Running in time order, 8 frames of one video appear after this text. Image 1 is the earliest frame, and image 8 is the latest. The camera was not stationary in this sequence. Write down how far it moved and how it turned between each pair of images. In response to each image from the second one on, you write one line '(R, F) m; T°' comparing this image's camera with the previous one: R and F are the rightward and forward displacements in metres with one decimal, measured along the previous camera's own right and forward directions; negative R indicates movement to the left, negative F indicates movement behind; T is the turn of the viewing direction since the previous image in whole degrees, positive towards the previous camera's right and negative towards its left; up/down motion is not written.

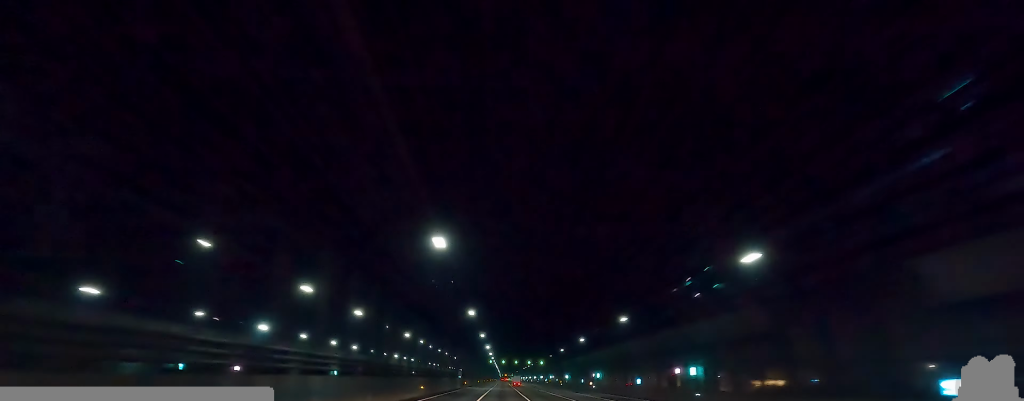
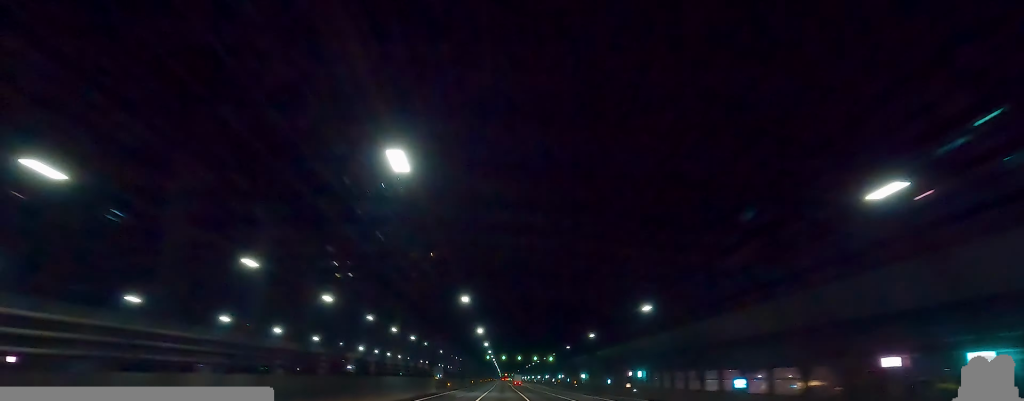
(+0.5, +27.2) m; 0°
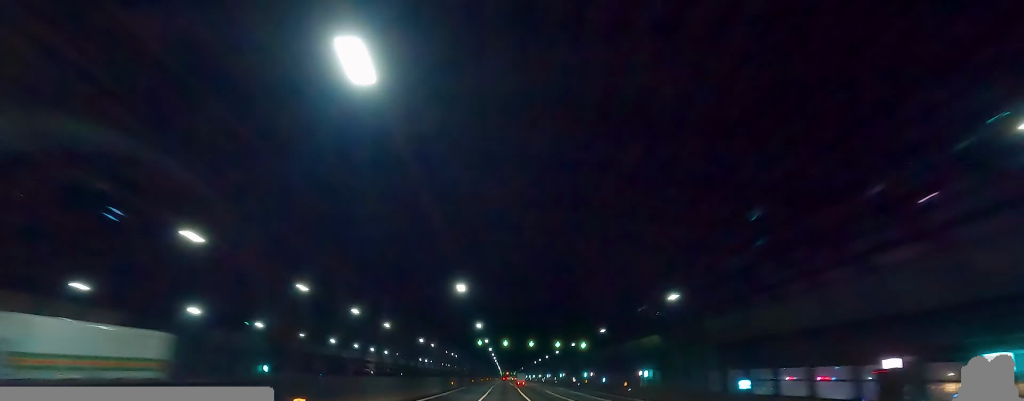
(-1.1, +51.3) m; -3°
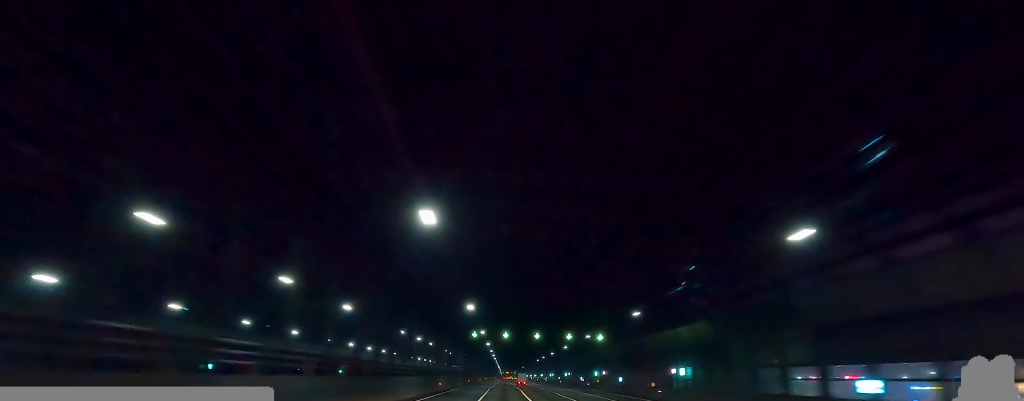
(-0.1, +14.1) m; 0°
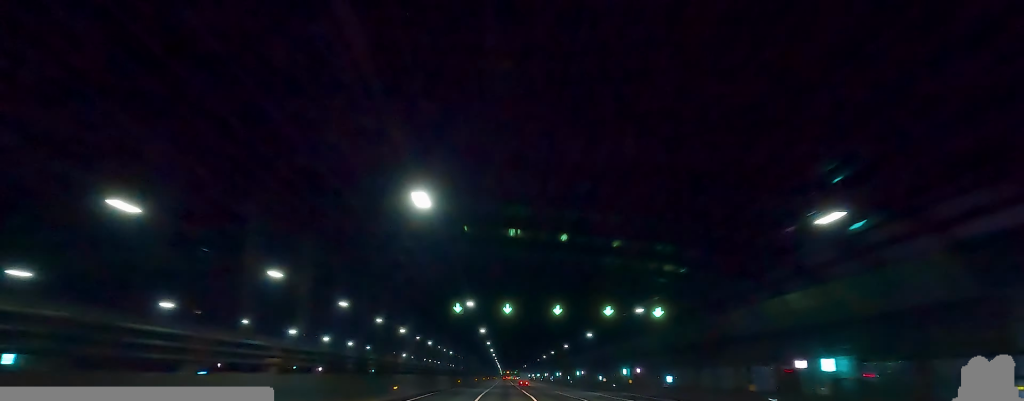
(-0.1, +24.8) m; 0°
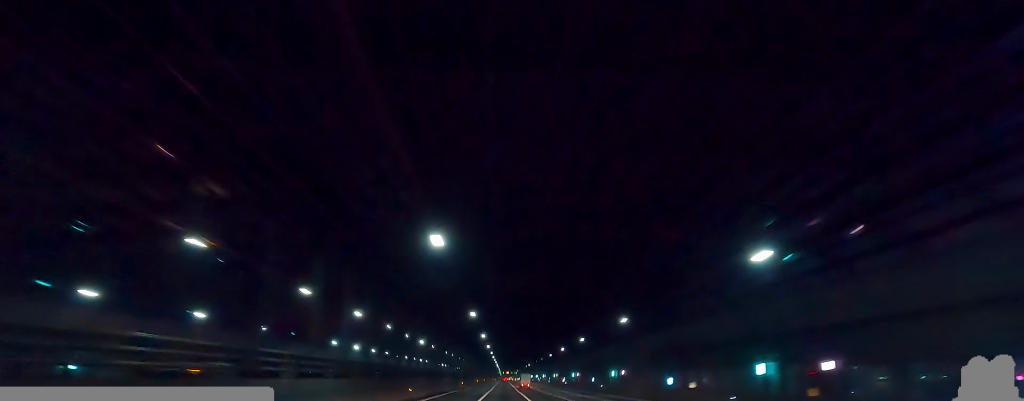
(+0.2, +42.8) m; 0°
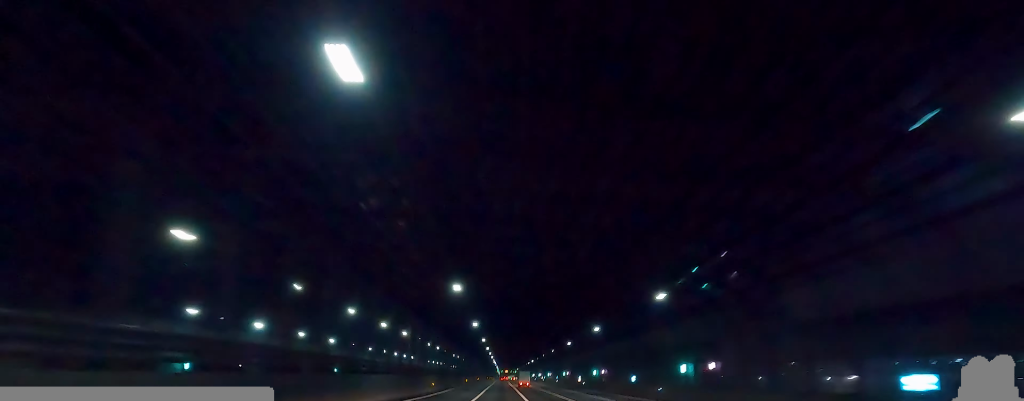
(+0.2, +33.5) m; +1°
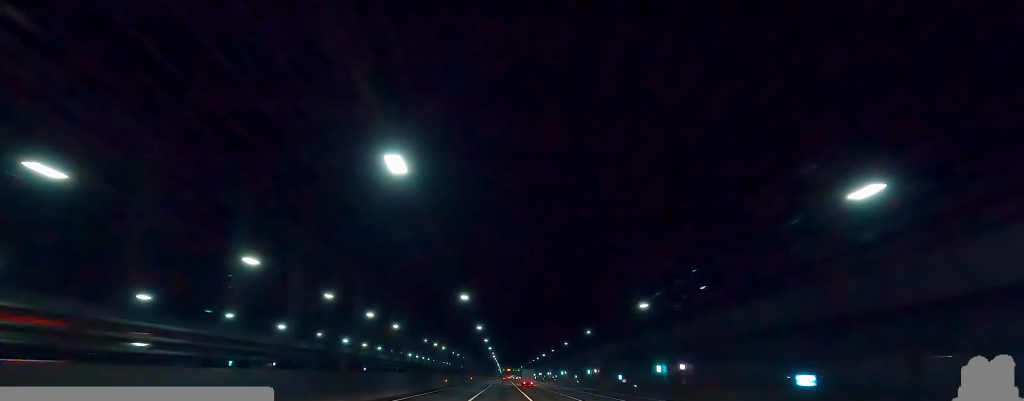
(+0.1, +38.5) m; 0°
